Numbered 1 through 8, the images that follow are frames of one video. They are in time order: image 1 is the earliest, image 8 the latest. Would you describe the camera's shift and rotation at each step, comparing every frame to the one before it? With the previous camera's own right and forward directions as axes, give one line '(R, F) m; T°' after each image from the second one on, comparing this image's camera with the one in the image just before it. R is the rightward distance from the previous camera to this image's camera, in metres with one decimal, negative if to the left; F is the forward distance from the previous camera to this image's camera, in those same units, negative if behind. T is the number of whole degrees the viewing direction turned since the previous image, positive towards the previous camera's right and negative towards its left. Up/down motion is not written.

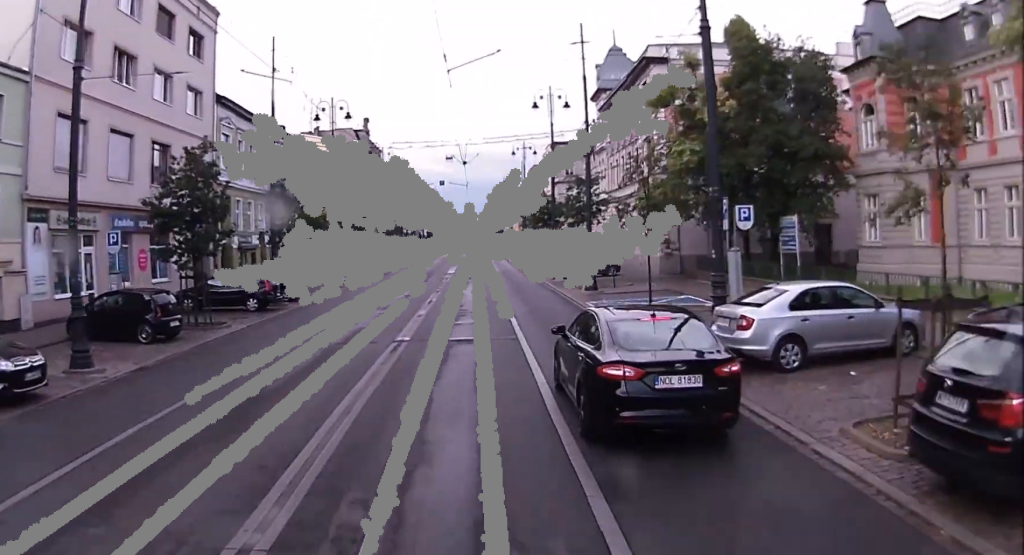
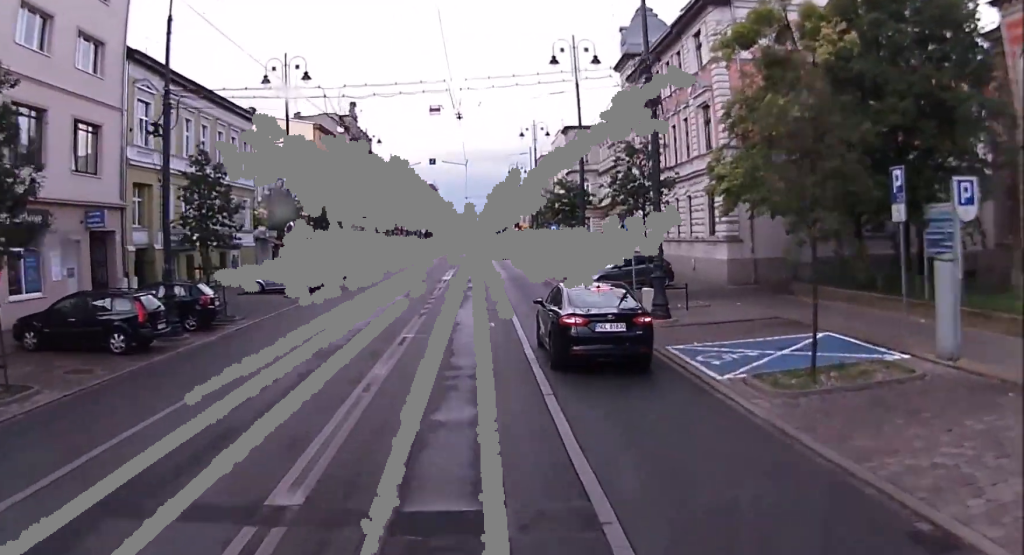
(0.0, +11.4) m; 0°
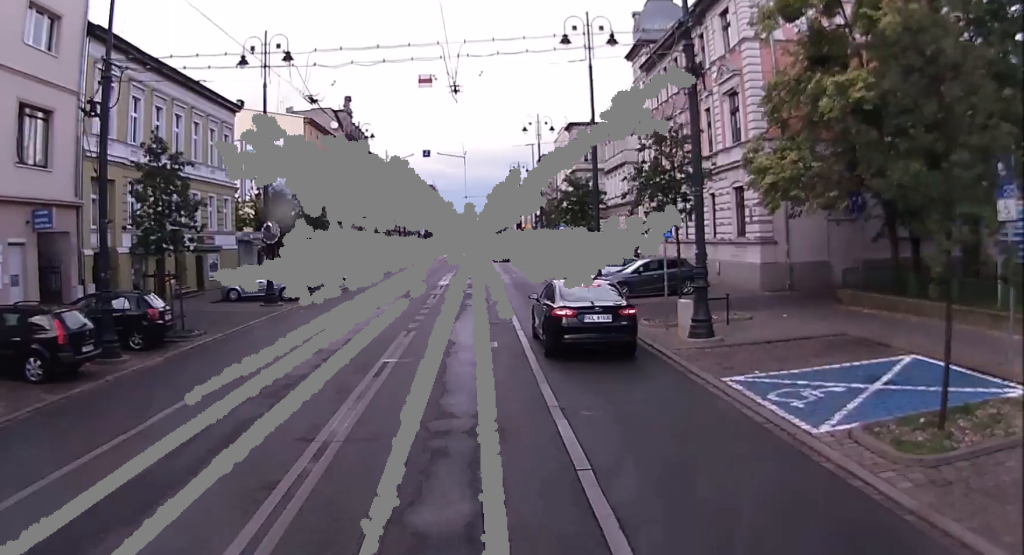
(0.0, +4.0) m; 0°
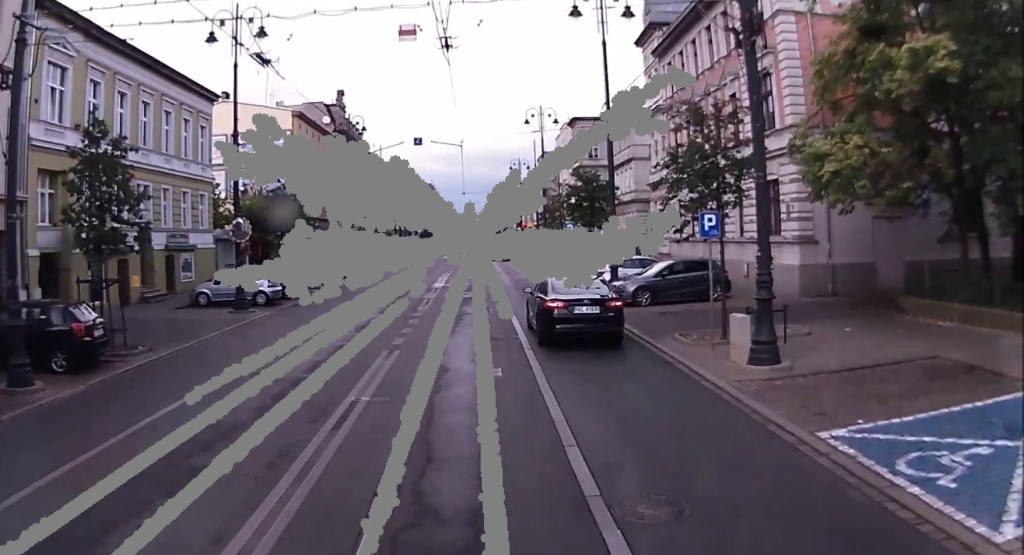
(0.0, +3.9) m; 0°
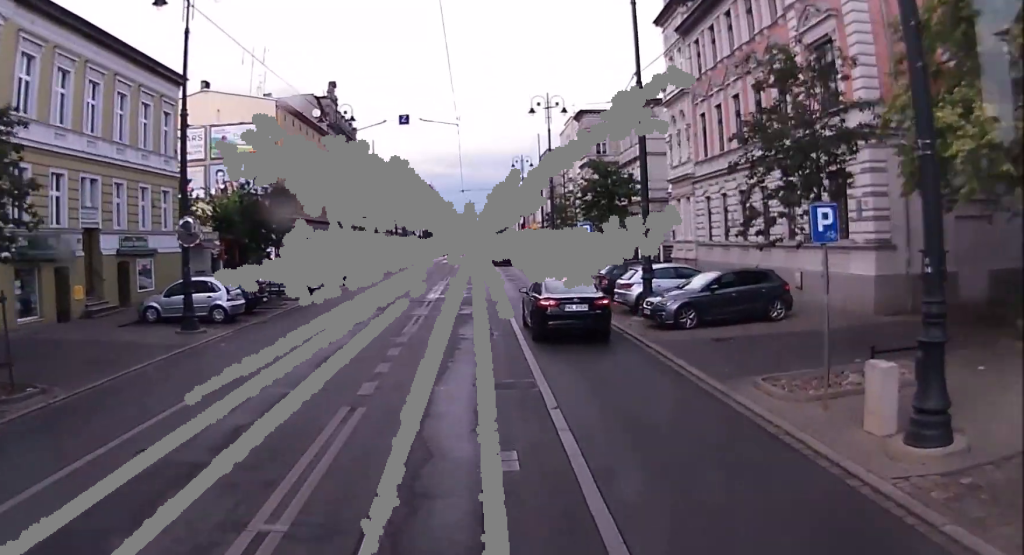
(0.0, +5.2) m; 0°
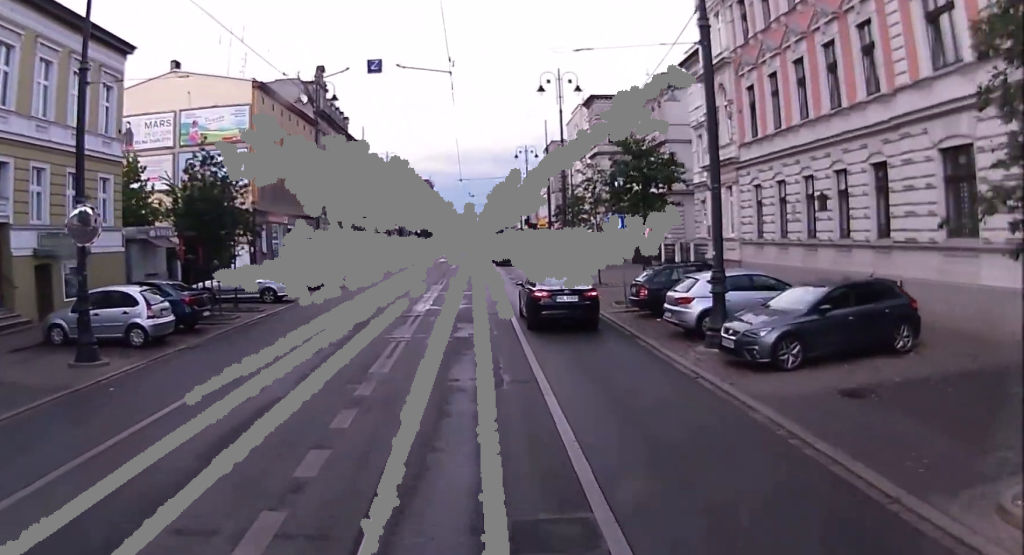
(0.0, +6.5) m; -2°
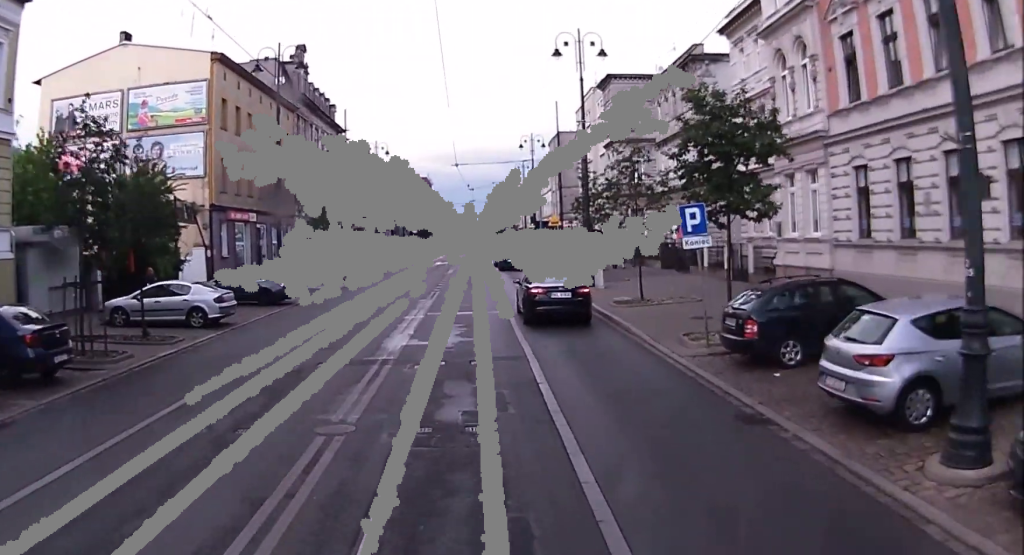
(-0.2, +8.6) m; 0°
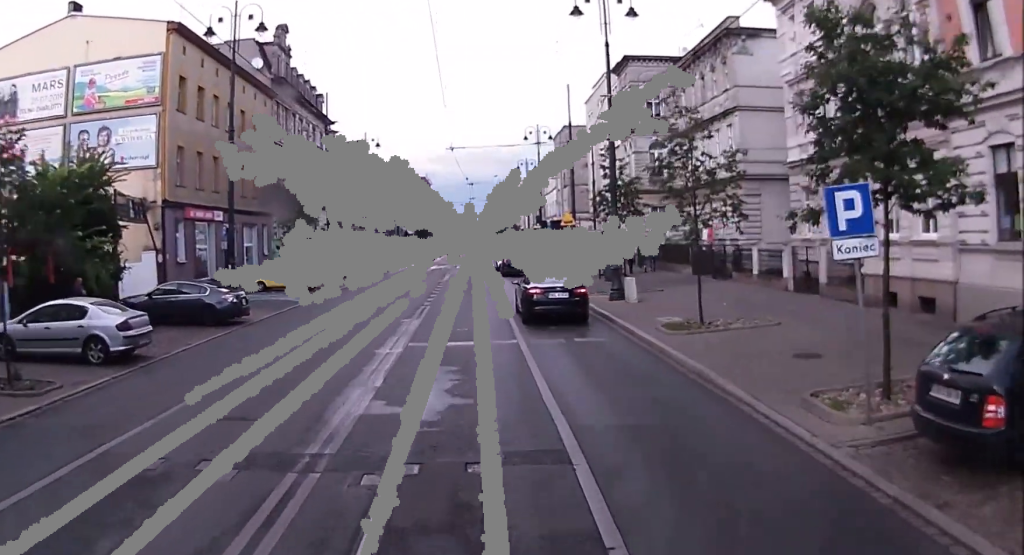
(+0.2, +6.8) m; 0°
